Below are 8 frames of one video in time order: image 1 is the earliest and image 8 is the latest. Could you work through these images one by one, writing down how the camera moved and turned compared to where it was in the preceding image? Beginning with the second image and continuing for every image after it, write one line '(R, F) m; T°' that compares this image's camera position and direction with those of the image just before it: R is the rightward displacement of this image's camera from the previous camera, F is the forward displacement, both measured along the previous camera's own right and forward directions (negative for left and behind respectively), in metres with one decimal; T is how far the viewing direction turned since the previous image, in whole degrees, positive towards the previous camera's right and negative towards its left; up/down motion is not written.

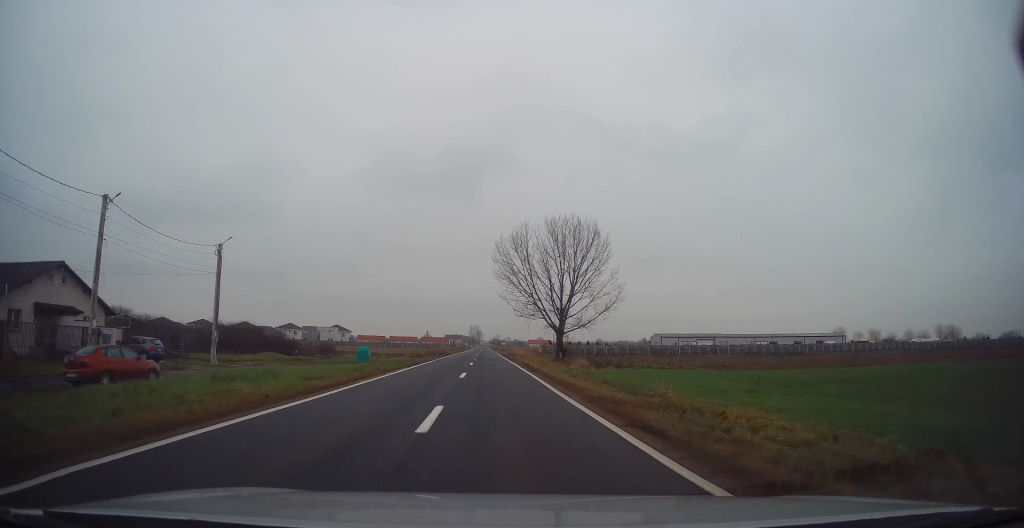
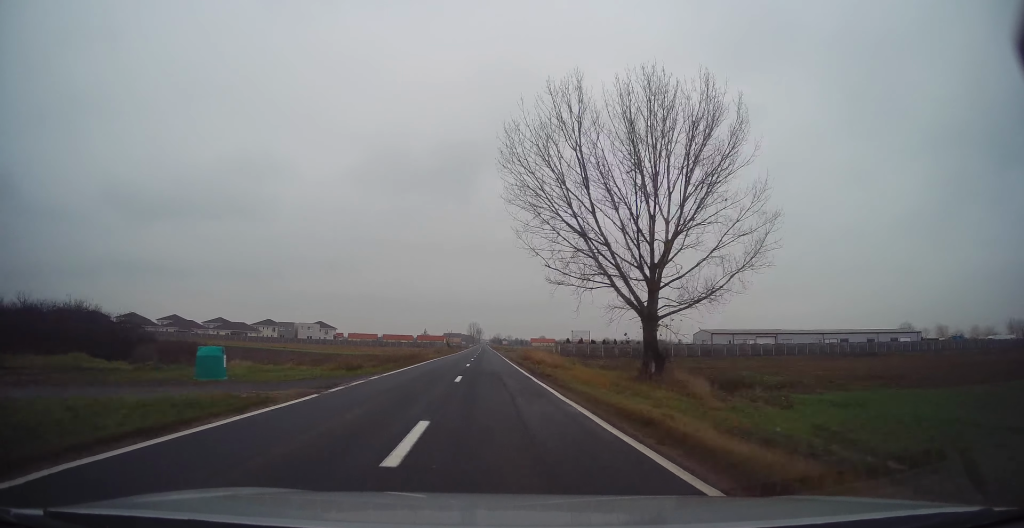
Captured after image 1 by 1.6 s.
(+0.3, +26.1) m; +1°
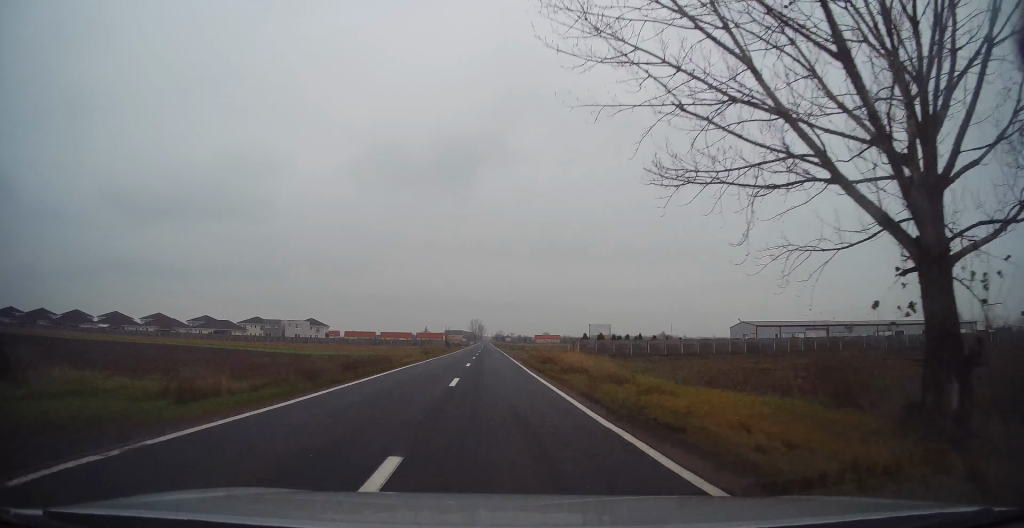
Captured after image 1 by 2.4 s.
(0.0, +14.8) m; 0°
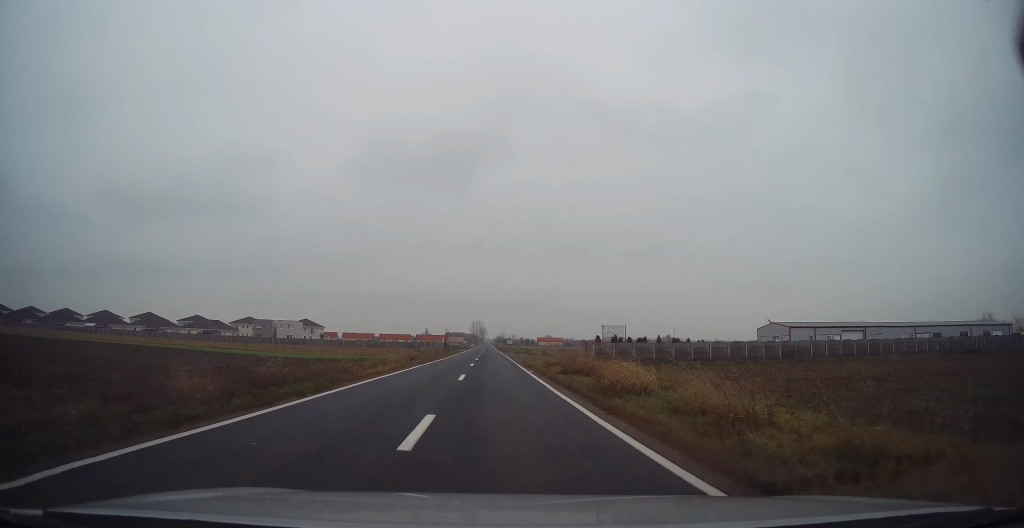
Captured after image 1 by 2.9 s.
(0.0, +8.0) m; -1°
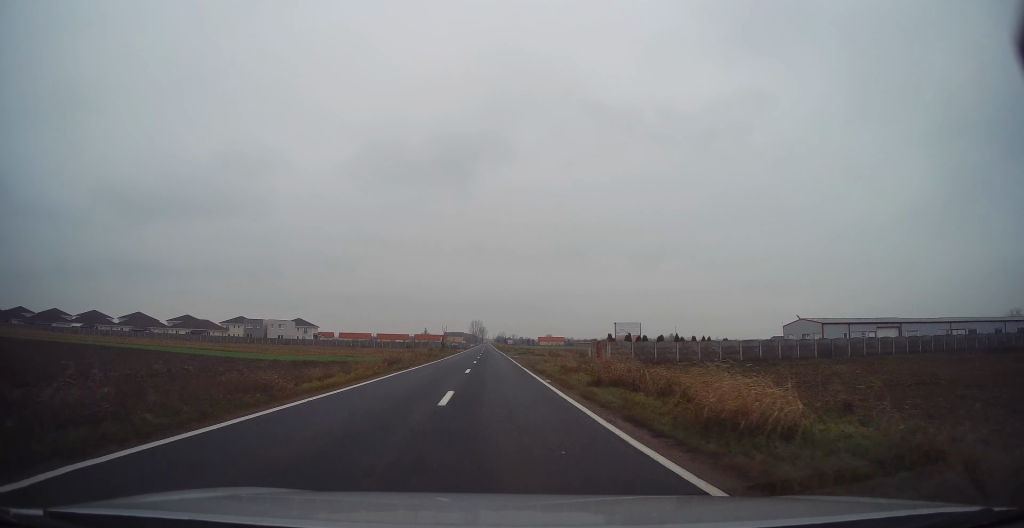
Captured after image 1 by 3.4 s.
(+0.1, +7.6) m; -1°
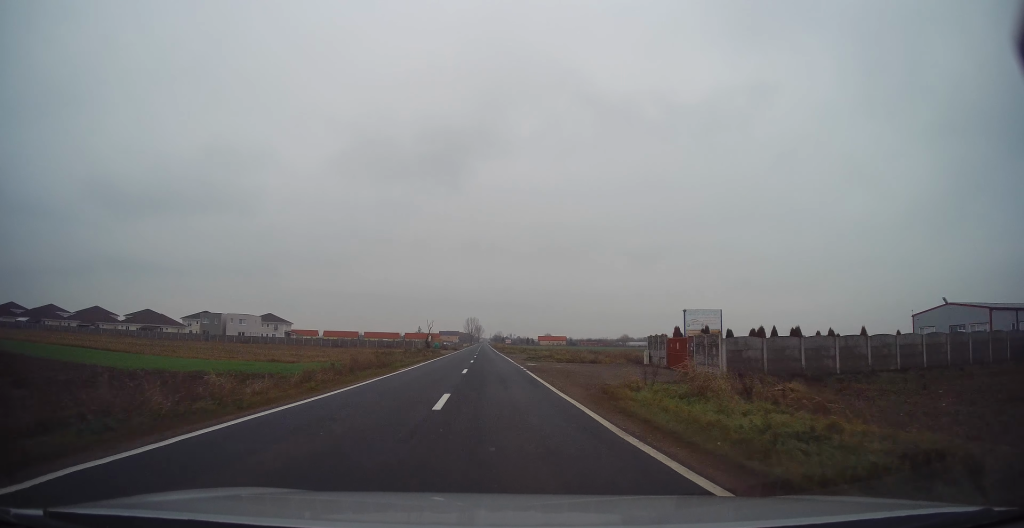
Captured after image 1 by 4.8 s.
(-0.2, +24.7) m; +1°
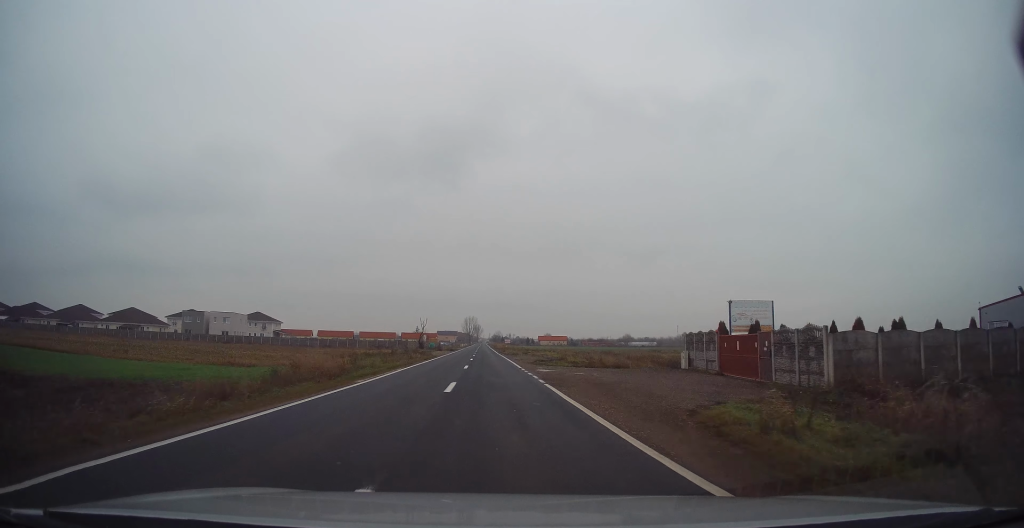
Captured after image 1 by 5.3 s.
(+0.1, +8.3) m; +1°
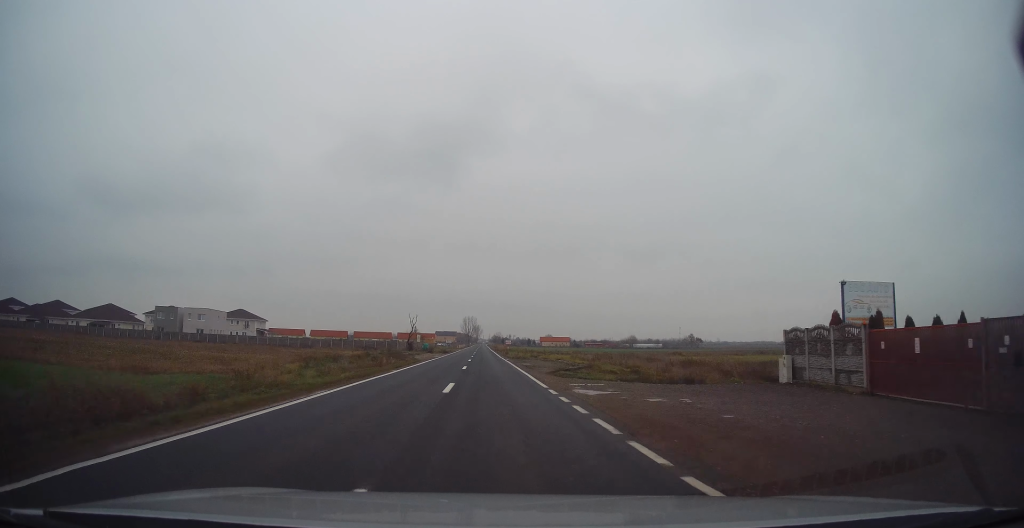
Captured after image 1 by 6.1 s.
(0.0, +12.3) m; 0°
